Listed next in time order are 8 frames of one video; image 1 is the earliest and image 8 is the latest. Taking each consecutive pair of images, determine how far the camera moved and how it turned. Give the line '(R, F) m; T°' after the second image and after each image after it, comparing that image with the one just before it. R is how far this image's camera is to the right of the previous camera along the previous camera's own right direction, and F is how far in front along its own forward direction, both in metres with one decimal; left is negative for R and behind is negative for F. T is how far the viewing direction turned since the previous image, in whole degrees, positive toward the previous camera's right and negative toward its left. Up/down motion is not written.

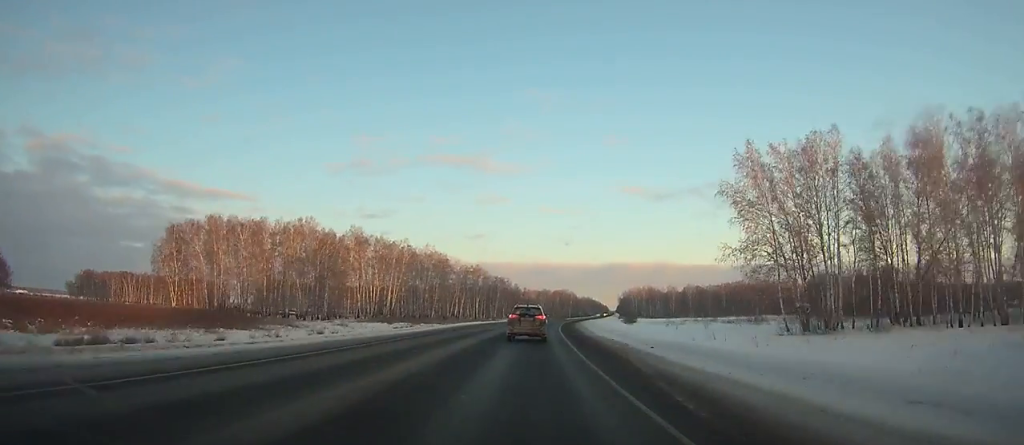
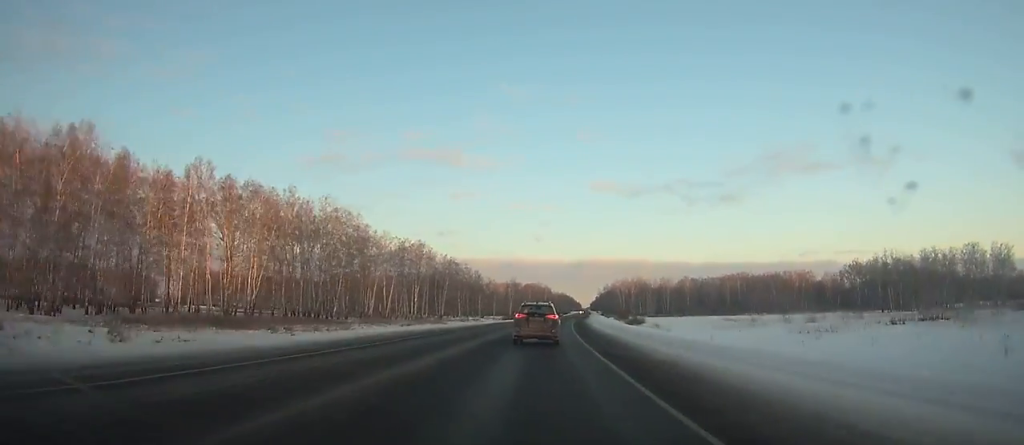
(+1.8, +64.7) m; +3°
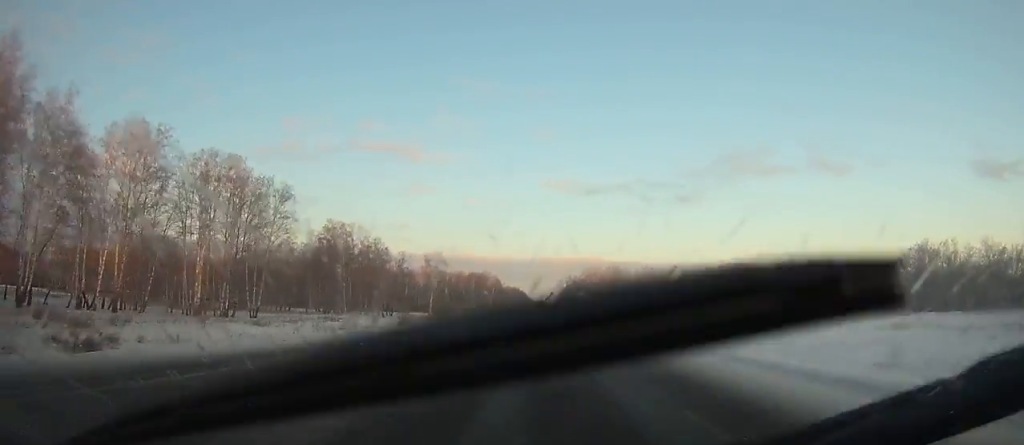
(+3.1, +82.9) m; +4°
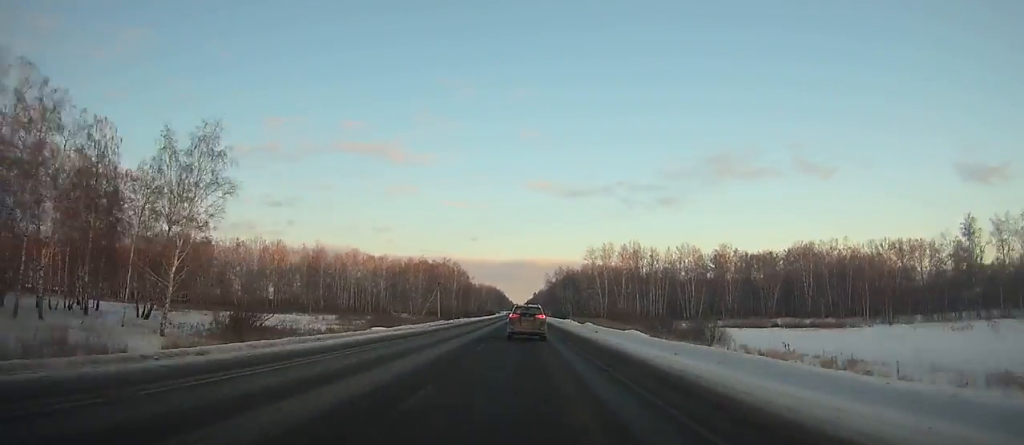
(+2.7, +92.3) m; +2°
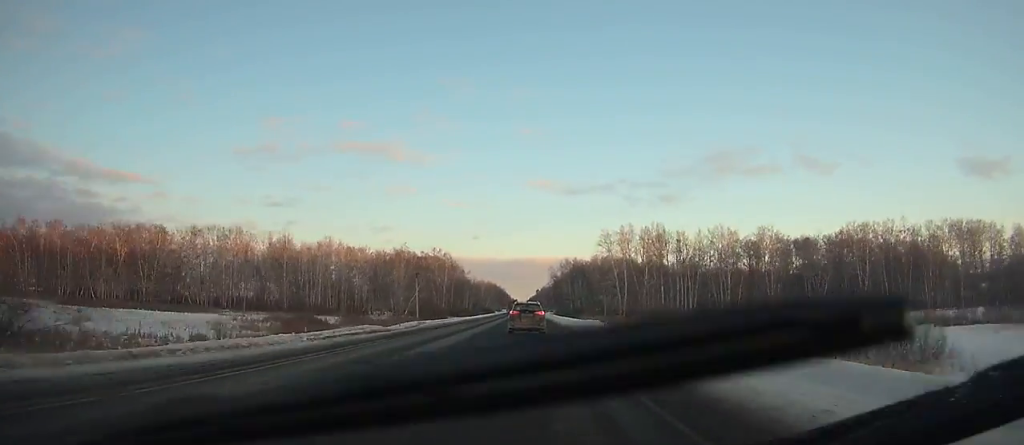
(+0.2, +30.3) m; 0°
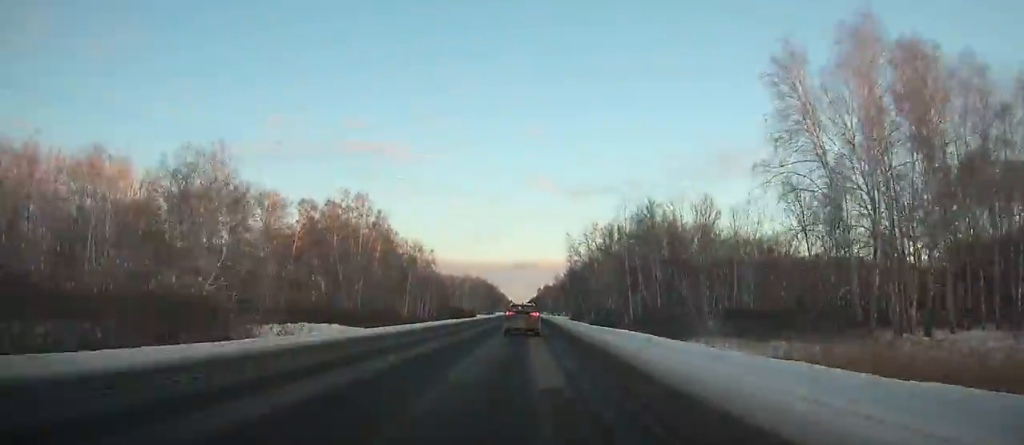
(+0.1, +102.9) m; 0°
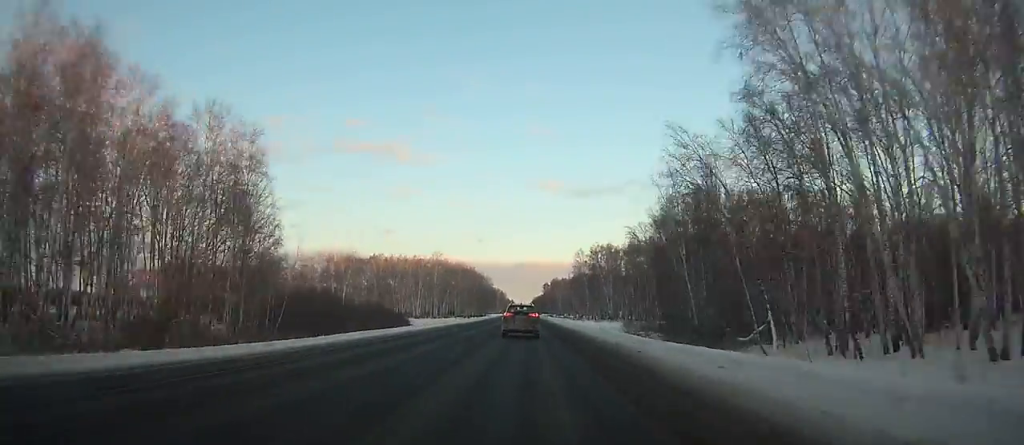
(-0.3, +108.0) m; 0°
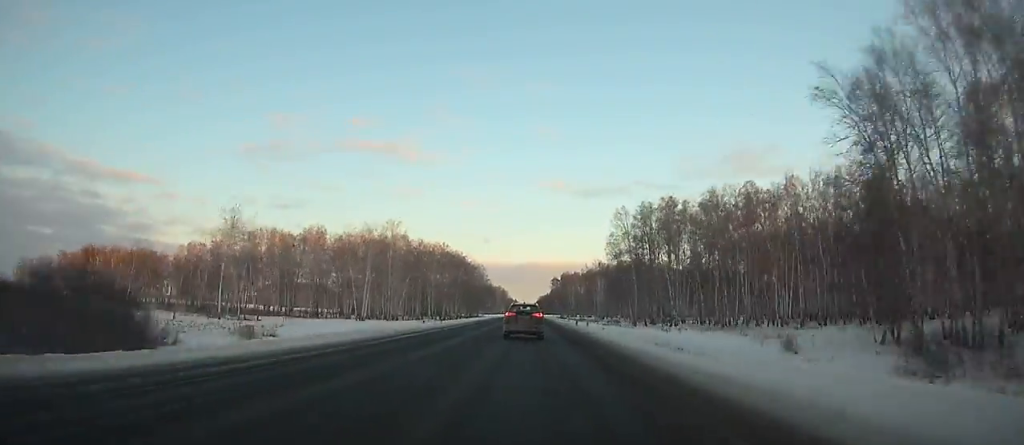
(-0.1, +69.1) m; 0°
